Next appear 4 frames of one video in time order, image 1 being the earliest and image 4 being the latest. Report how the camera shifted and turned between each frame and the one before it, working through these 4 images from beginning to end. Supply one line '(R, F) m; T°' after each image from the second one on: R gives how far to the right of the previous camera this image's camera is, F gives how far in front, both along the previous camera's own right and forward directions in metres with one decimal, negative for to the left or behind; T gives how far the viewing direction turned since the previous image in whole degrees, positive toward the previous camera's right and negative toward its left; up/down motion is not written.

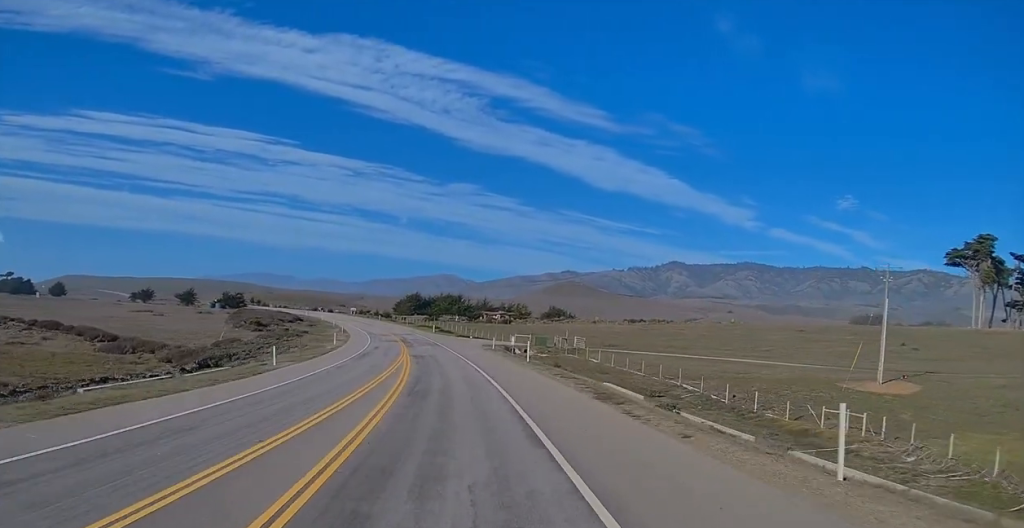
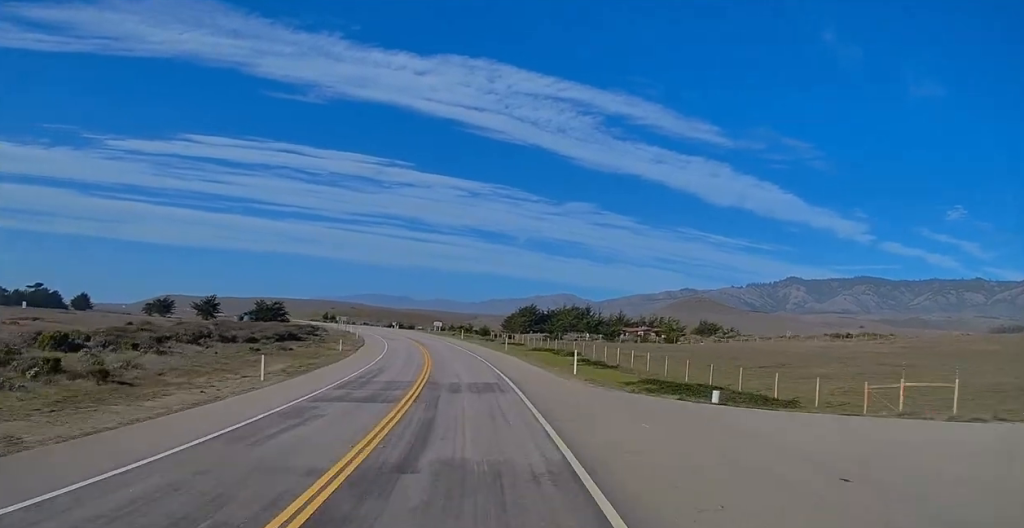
(-3.0, +71.4) m; -9°
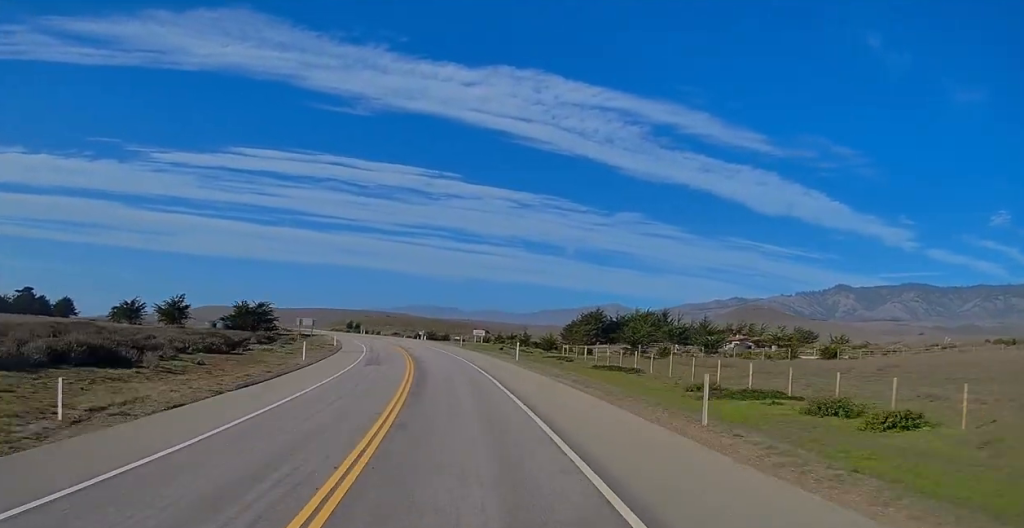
(-3.5, +45.7) m; -7°
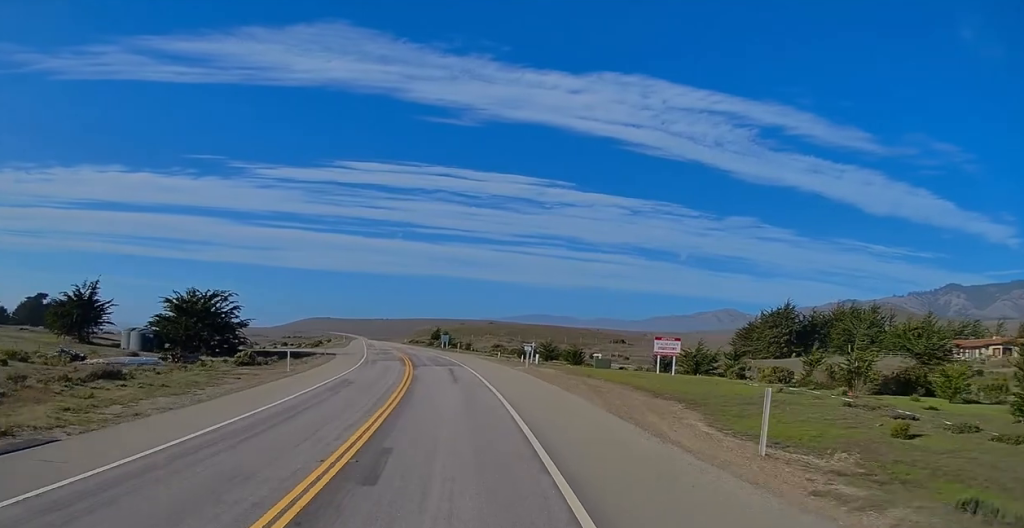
(-4.9, +66.4) m; -11°
